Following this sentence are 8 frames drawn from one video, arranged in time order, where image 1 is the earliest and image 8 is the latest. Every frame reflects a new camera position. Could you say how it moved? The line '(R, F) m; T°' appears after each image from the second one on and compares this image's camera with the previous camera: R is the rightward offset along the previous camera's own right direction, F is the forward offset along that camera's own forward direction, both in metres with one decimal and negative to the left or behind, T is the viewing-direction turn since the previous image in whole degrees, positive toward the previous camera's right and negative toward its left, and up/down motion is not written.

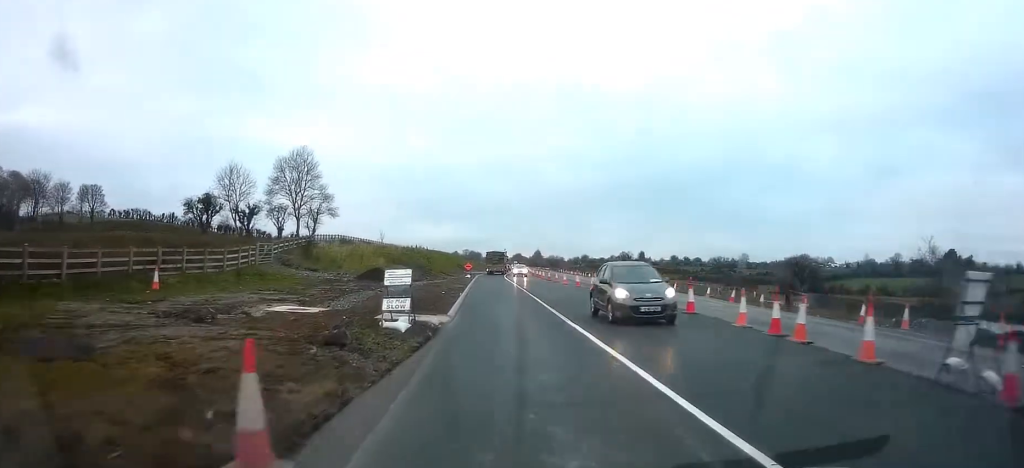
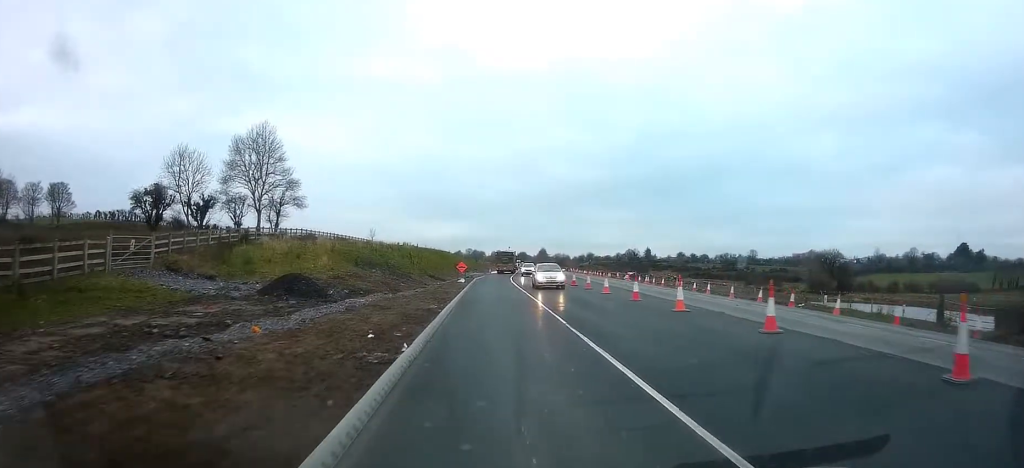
(+0.1, +15.9) m; 0°
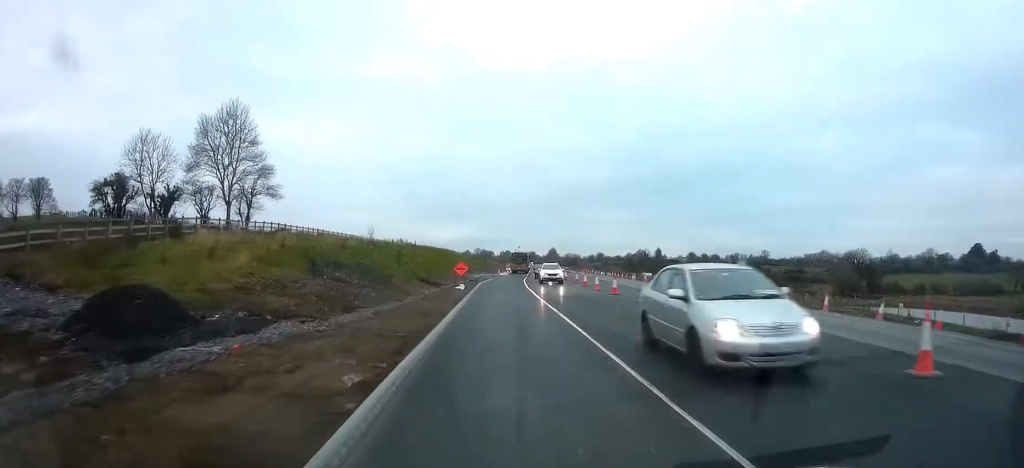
(0.0, +11.0) m; 0°
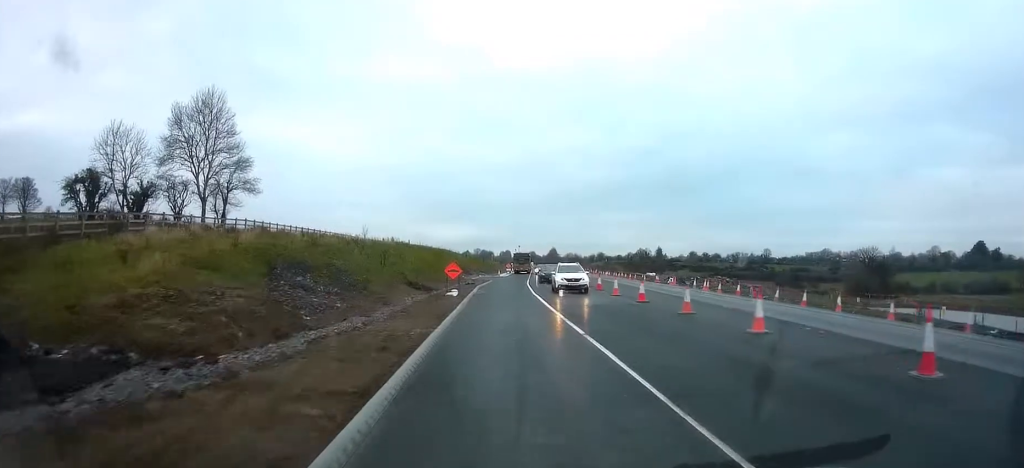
(0.0, +5.5) m; 0°
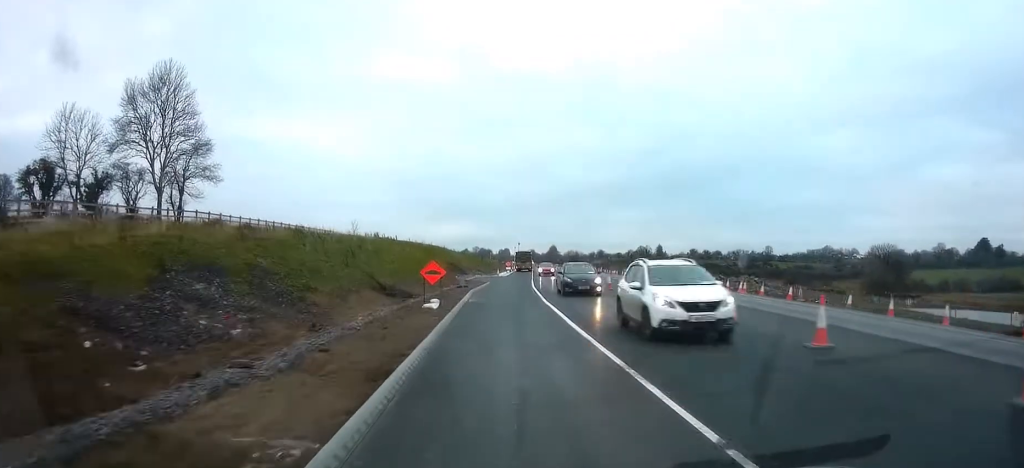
(0.0, +8.1) m; -1°
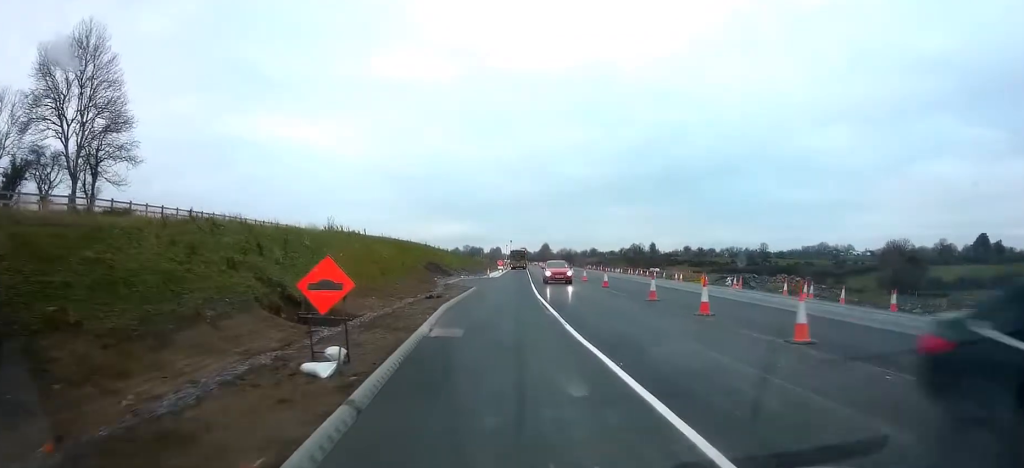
(-0.2, +11.2) m; -1°
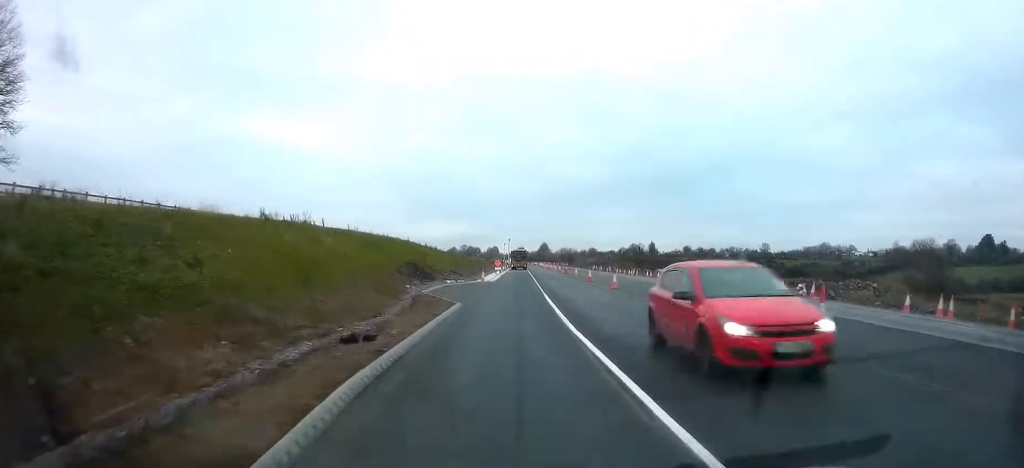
(+0.2, +12.9) m; +1°
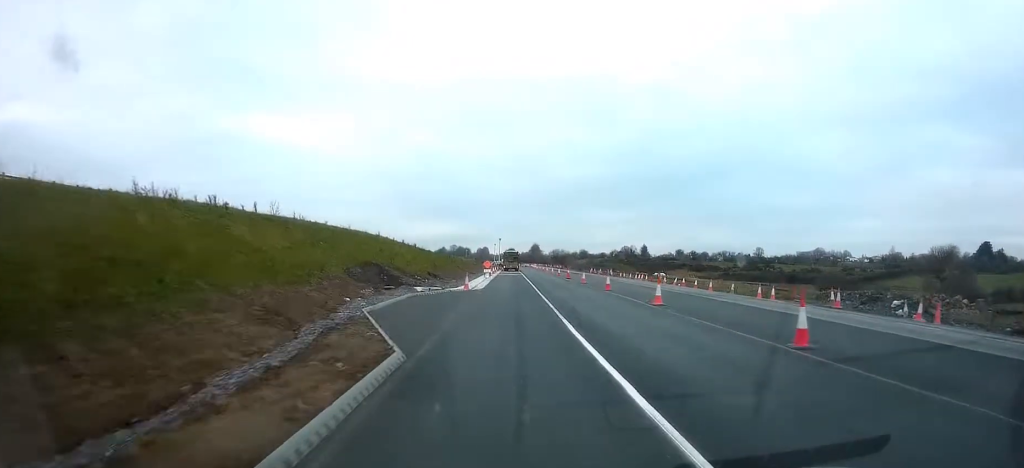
(0.0, +10.5) m; -1°
